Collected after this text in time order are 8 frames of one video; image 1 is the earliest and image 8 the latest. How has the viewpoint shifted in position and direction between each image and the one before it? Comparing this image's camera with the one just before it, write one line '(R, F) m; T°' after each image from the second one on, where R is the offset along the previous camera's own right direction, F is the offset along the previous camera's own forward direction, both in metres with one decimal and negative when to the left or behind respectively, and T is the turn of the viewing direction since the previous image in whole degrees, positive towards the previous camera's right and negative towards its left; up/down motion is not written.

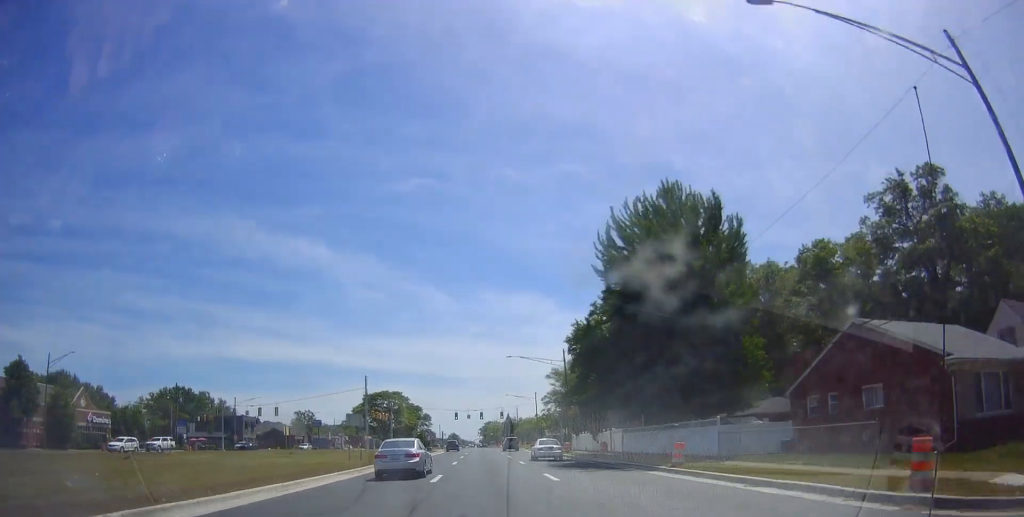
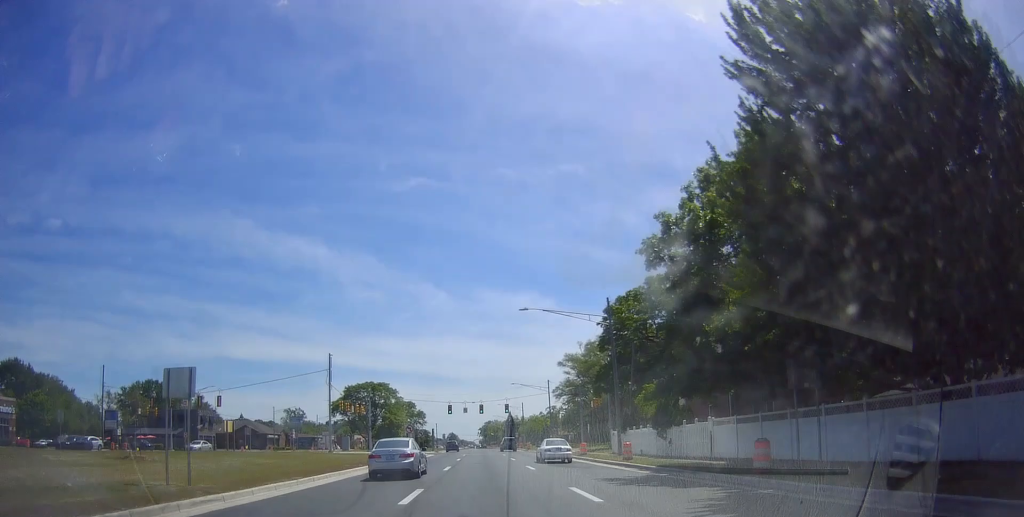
(+0.3, +22.4) m; +1°
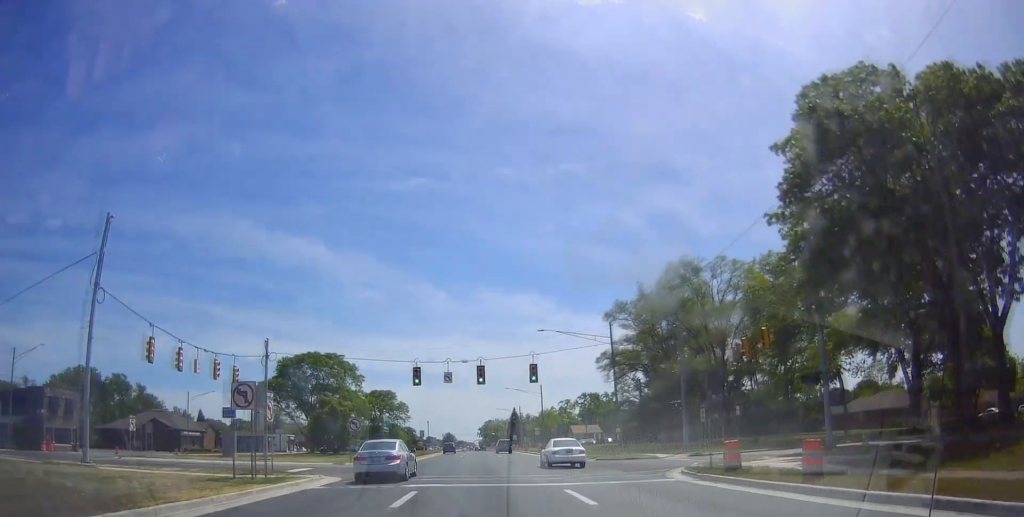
(-0.2, +45.4) m; -3°
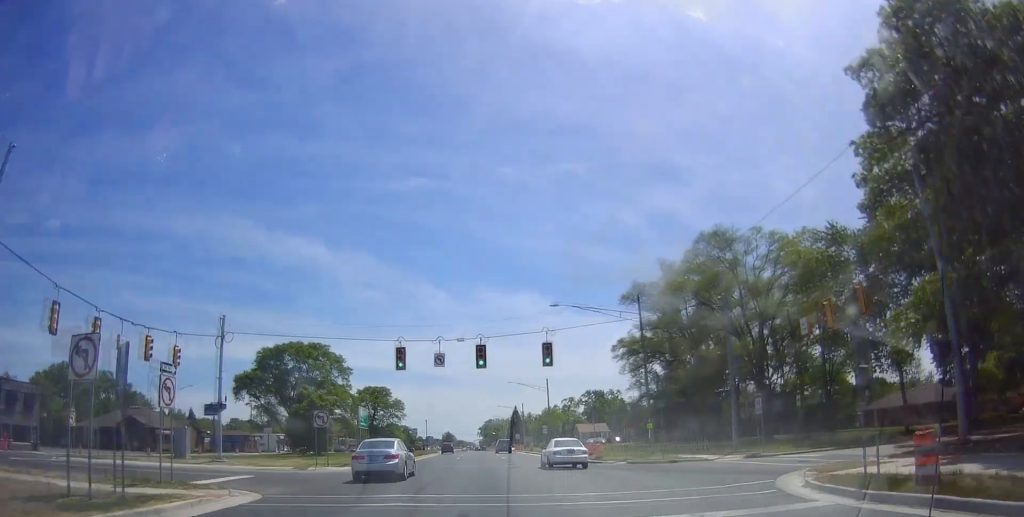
(-0.3, +8.9) m; -1°
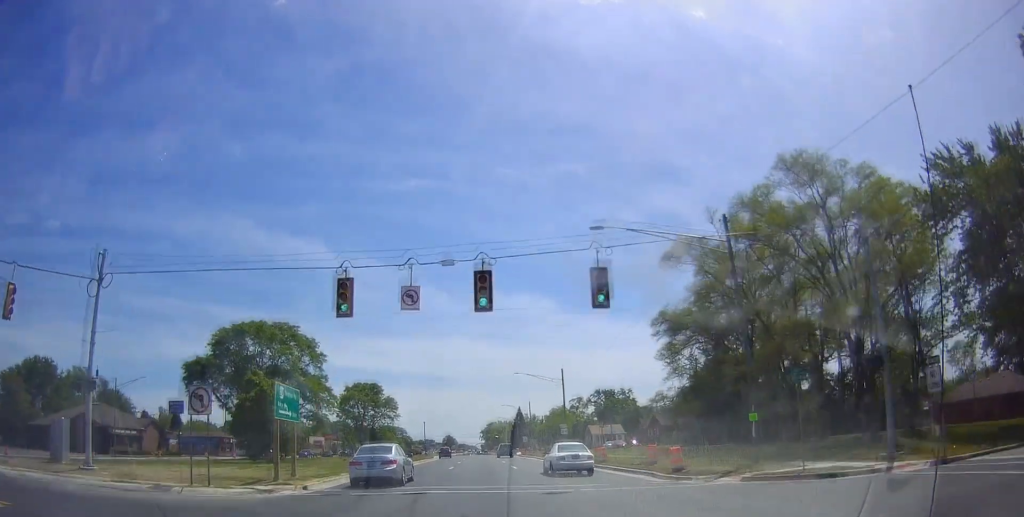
(-0.2, +15.0) m; 0°
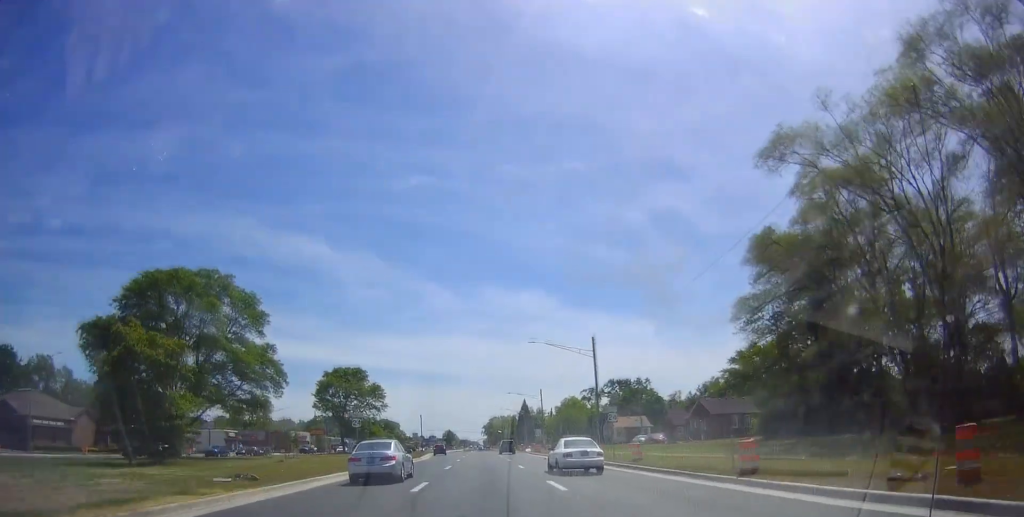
(+0.2, +19.8) m; +2°
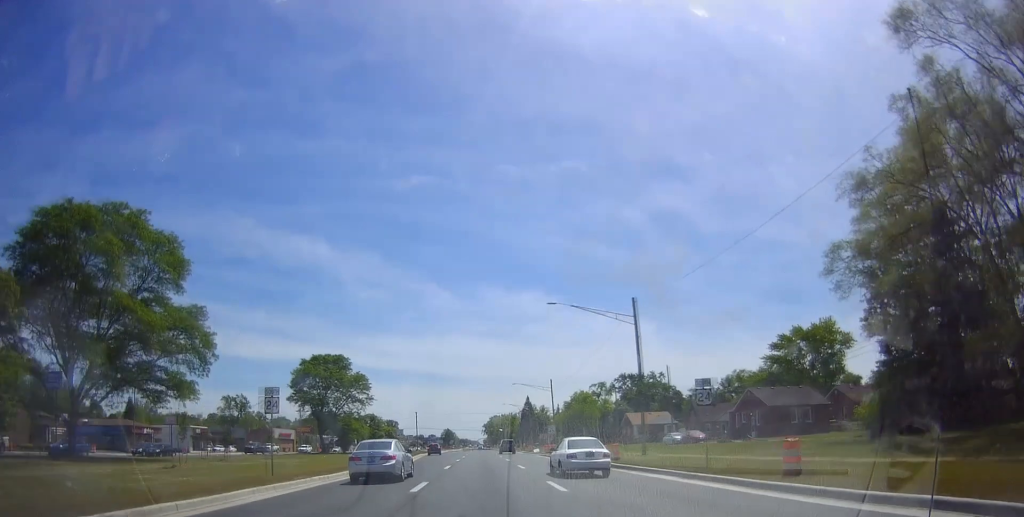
(+0.5, +15.0) m; +1°
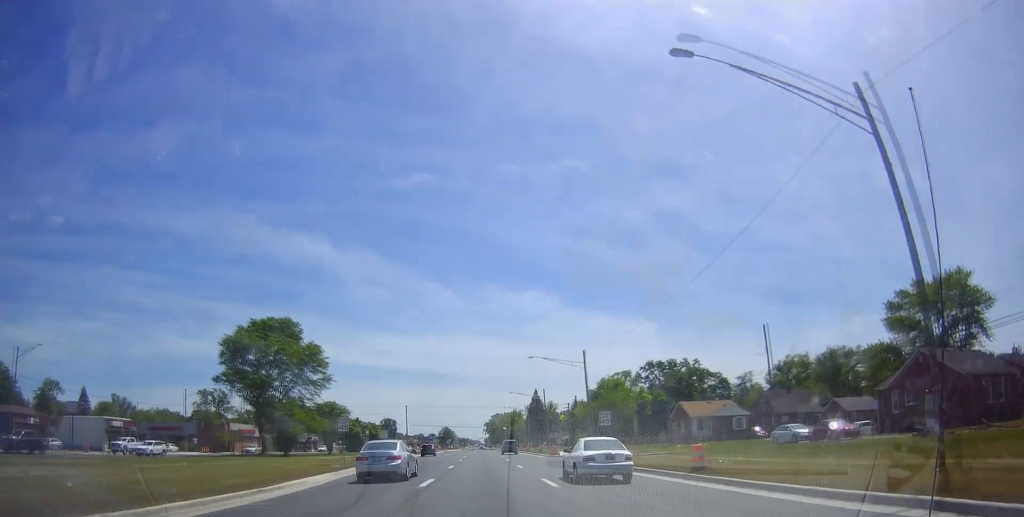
(-0.3, +27.8) m; -1°
